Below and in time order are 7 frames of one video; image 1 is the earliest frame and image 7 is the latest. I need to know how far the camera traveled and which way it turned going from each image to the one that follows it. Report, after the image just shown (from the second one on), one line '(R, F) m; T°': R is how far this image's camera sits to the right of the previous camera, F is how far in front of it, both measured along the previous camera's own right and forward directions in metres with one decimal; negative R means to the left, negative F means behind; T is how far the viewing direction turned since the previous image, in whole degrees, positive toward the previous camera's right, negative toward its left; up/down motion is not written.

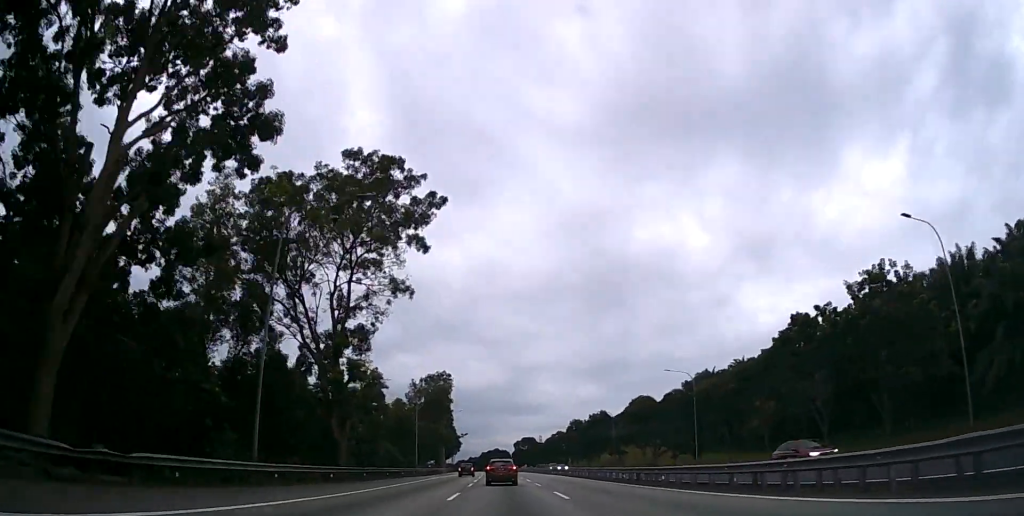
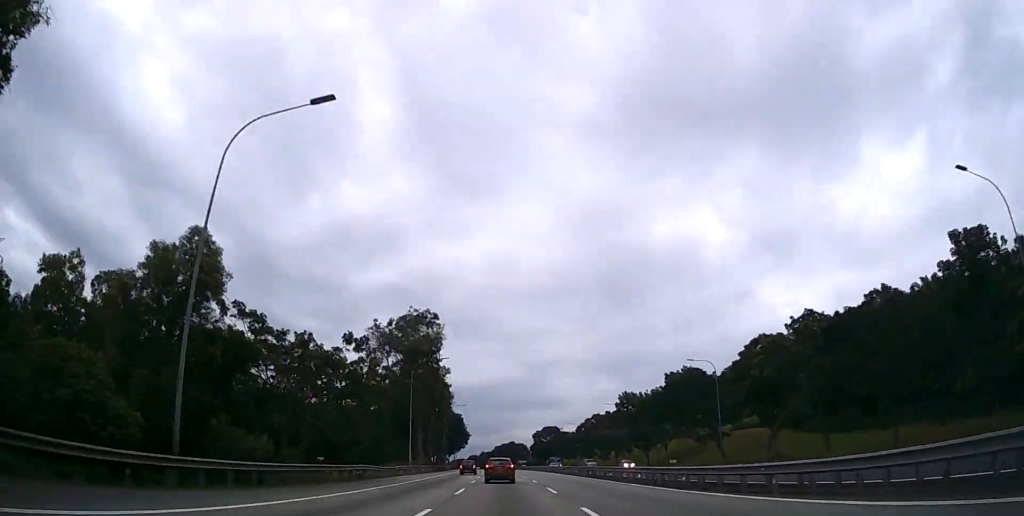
(-0.8, +50.8) m; -2°
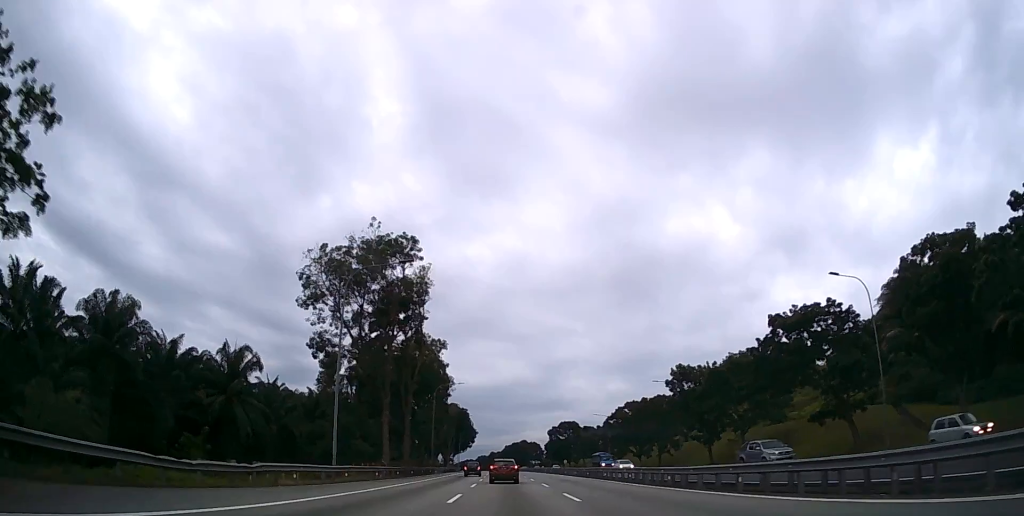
(-0.2, +28.7) m; -1°
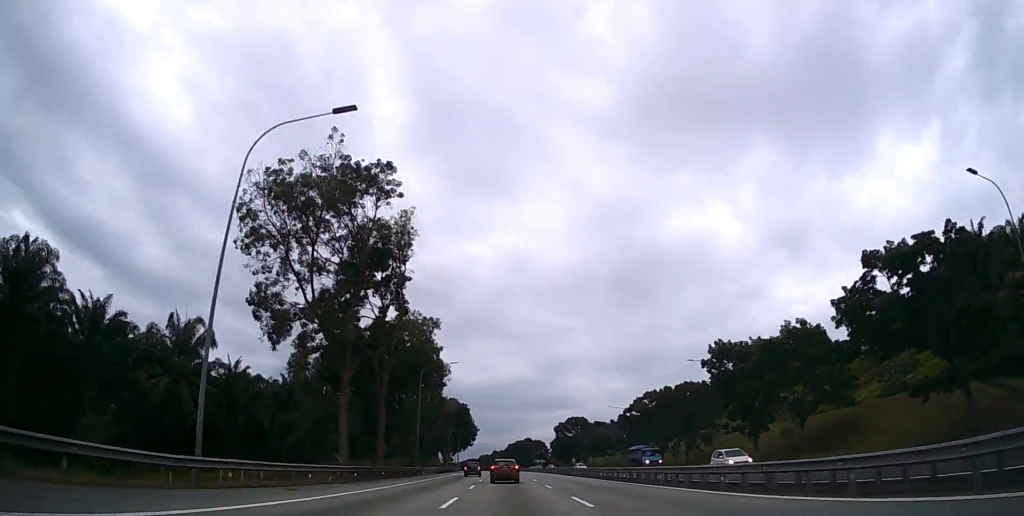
(-0.1, +14.3) m; 0°
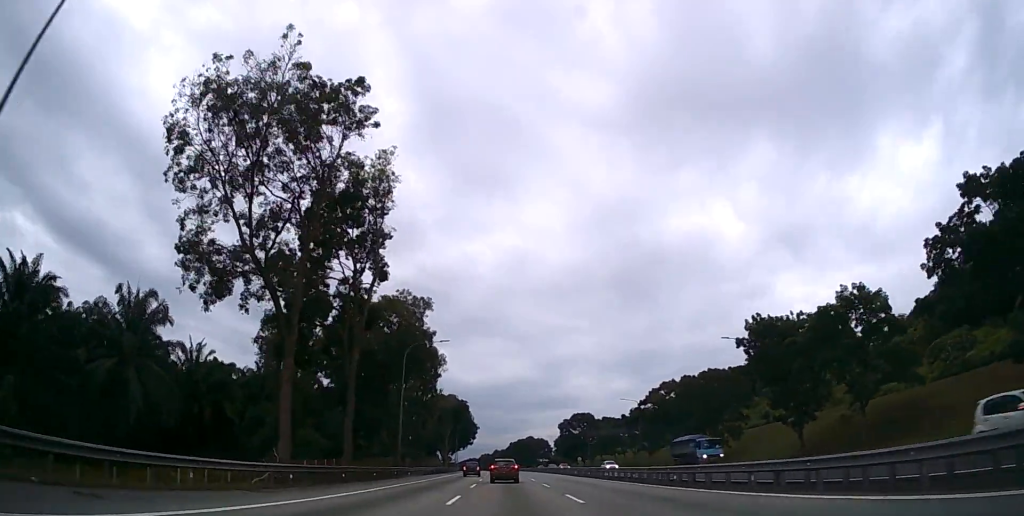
(0.0, +10.5) m; 0°
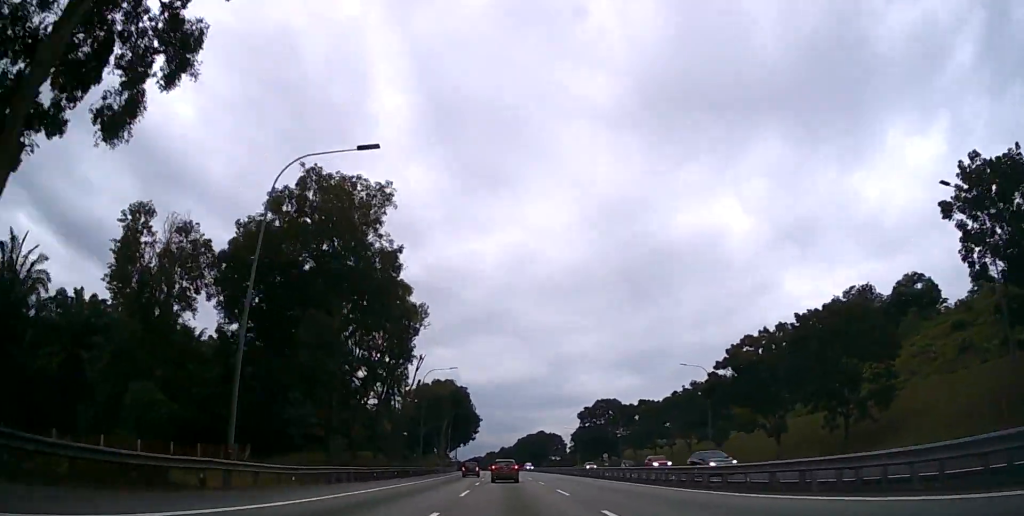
(-0.3, +31.9) m; -1°
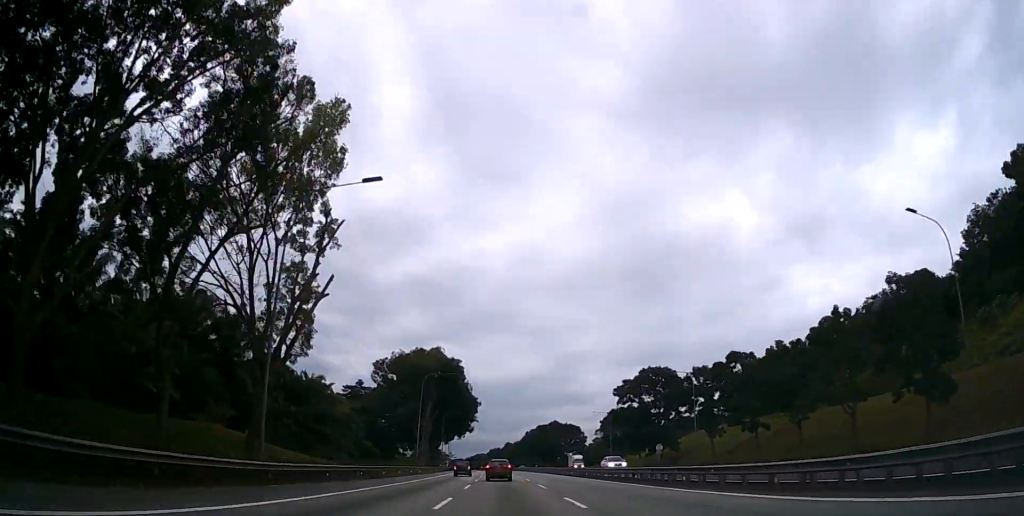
(-0.3, +42.2) m; -1°
